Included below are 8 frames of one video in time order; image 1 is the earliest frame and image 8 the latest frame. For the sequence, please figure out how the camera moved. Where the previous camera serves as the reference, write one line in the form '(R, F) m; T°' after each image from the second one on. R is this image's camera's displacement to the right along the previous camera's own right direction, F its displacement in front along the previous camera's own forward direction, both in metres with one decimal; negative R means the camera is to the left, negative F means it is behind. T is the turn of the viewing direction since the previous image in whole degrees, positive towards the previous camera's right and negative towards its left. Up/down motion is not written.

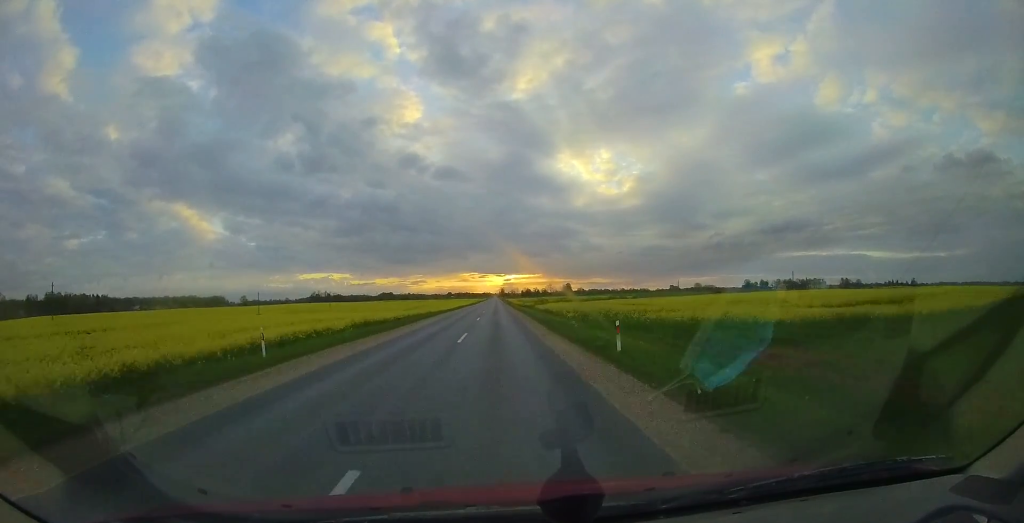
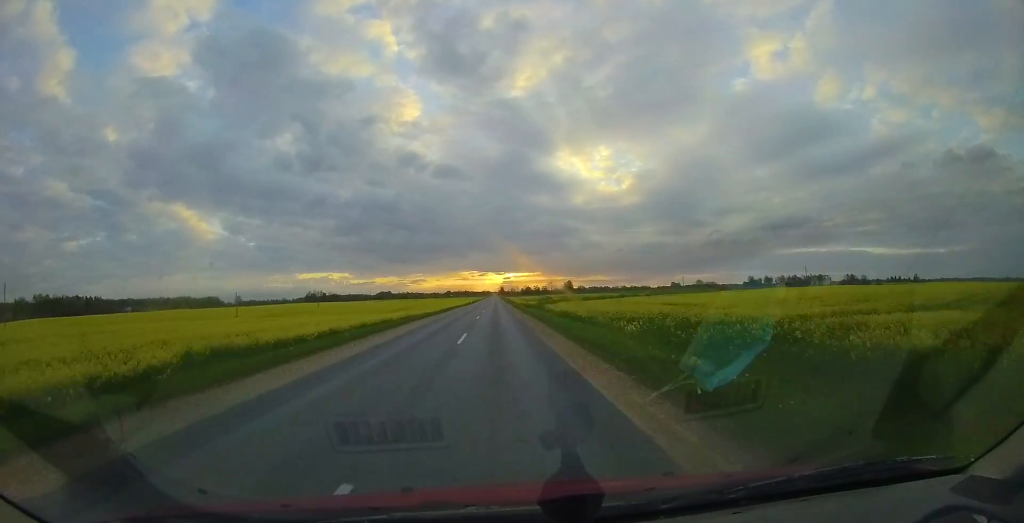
(-0.3, +12.1) m; 0°
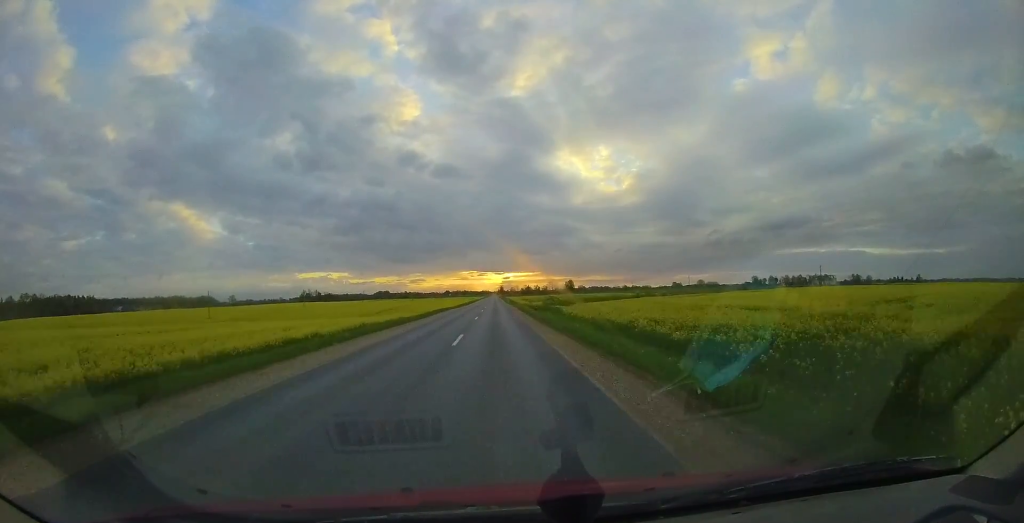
(-0.2, +12.5) m; 0°
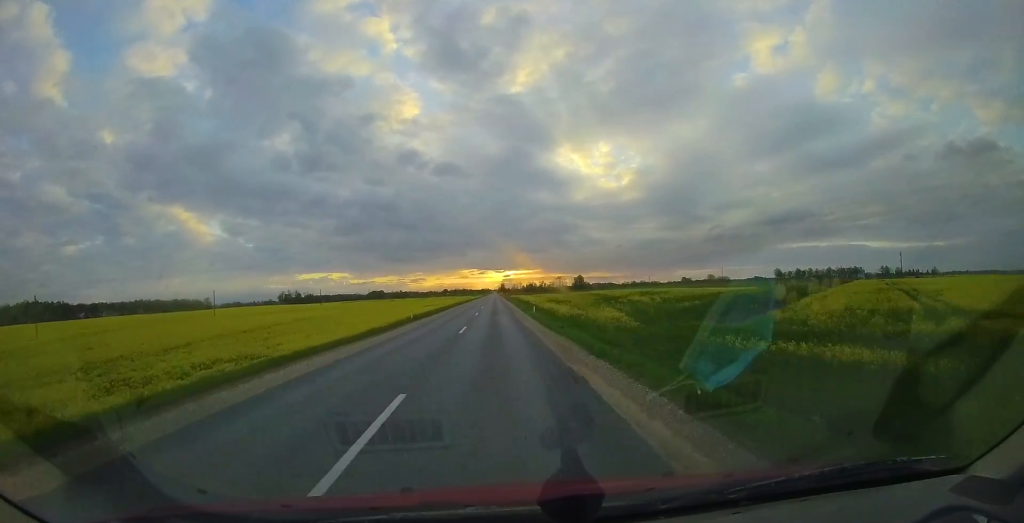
(-0.4, +55.6) m; -2°
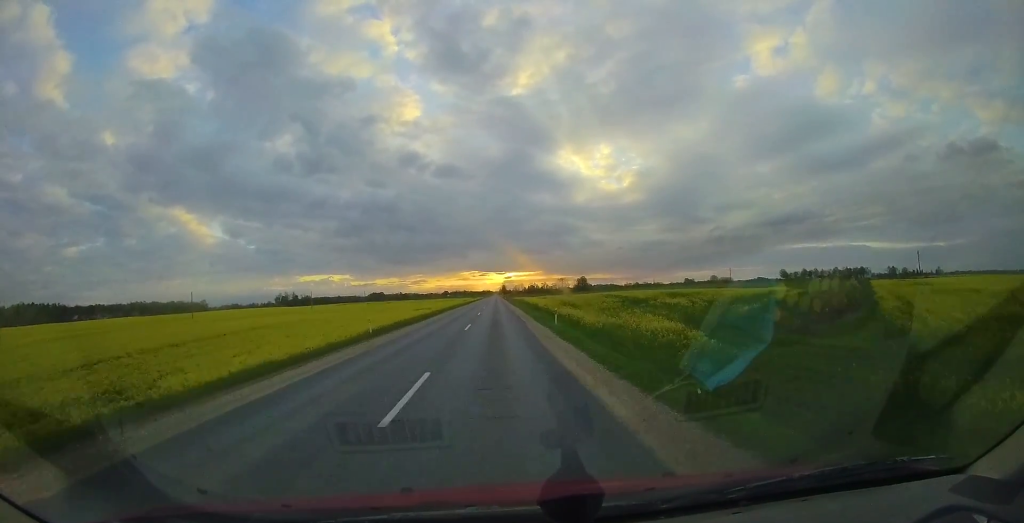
(-0.3, +10.3) m; 0°
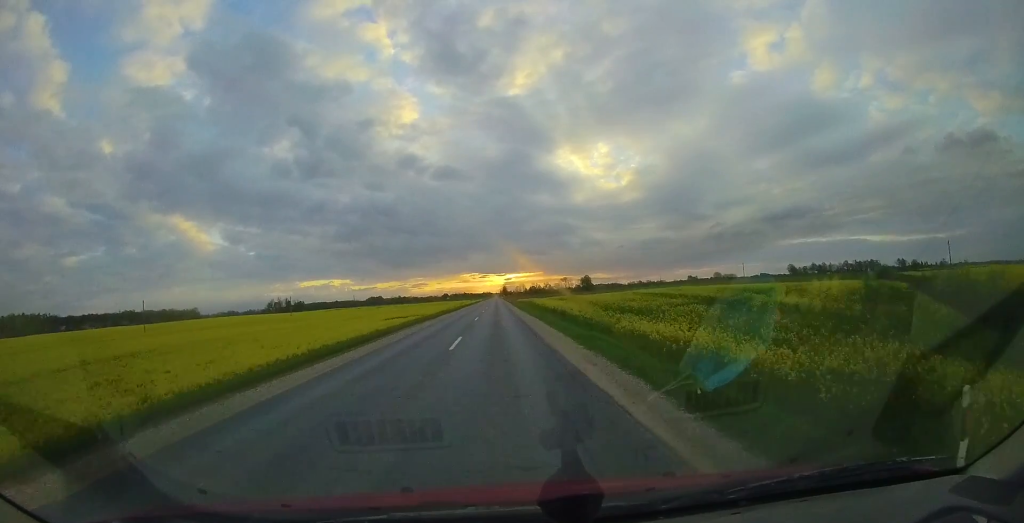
(+0.6, +17.6) m; +2°
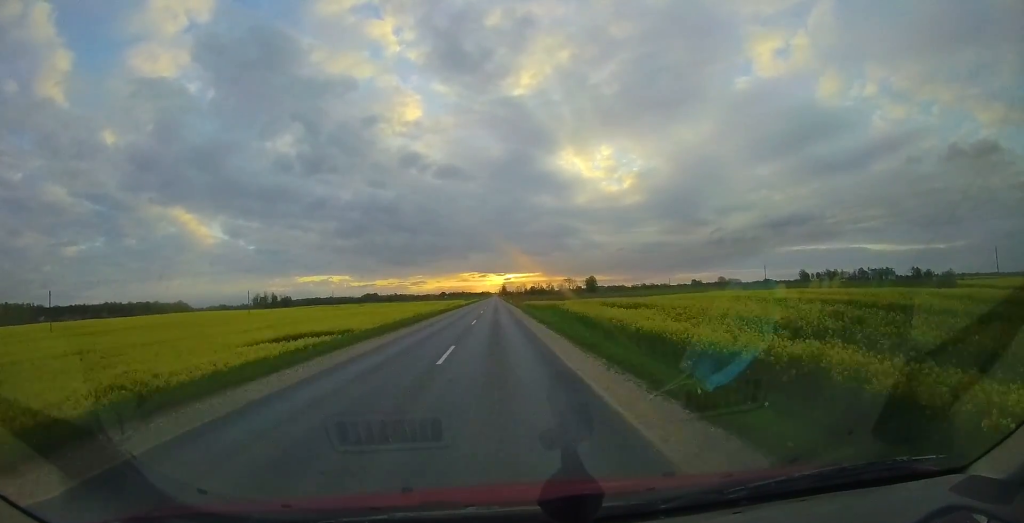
(+0.4, +26.2) m; -1°
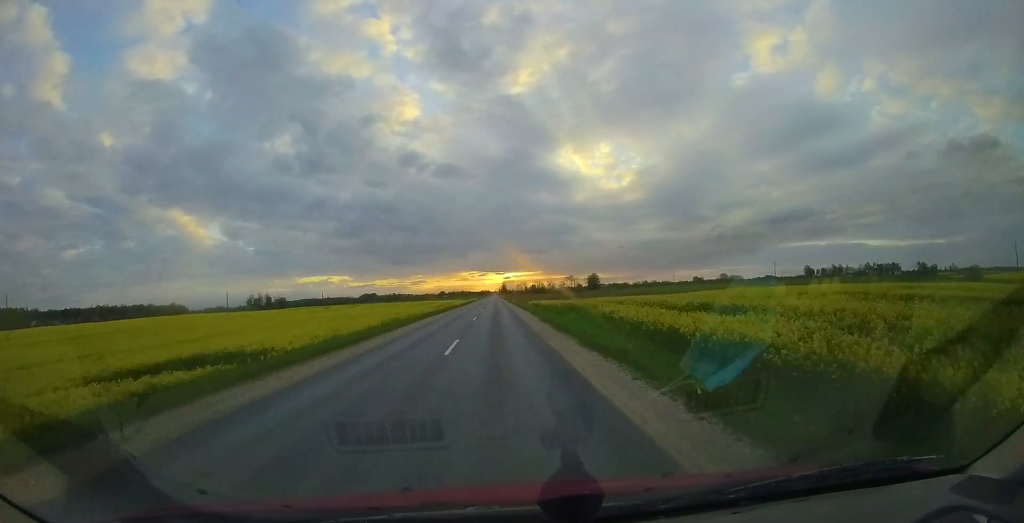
(-0.3, +10.8) m; -1°
